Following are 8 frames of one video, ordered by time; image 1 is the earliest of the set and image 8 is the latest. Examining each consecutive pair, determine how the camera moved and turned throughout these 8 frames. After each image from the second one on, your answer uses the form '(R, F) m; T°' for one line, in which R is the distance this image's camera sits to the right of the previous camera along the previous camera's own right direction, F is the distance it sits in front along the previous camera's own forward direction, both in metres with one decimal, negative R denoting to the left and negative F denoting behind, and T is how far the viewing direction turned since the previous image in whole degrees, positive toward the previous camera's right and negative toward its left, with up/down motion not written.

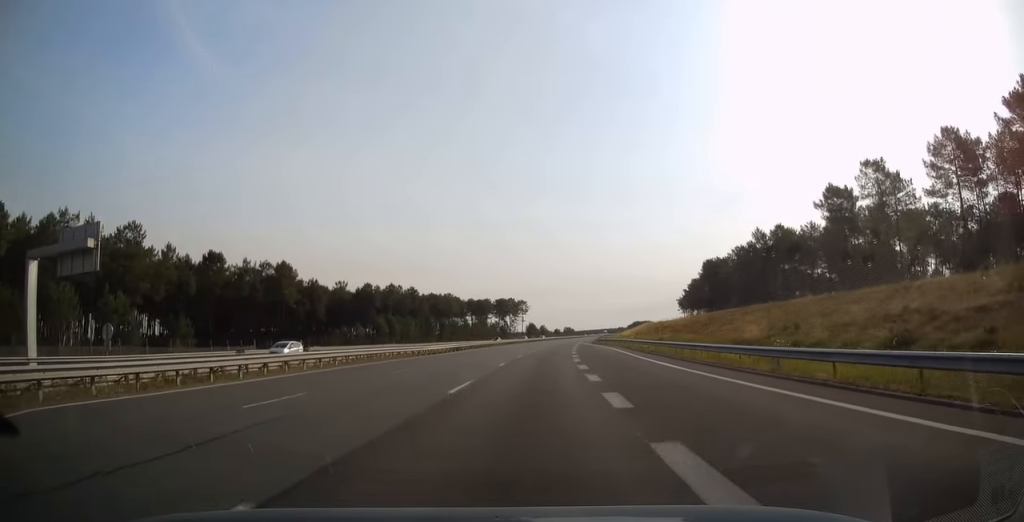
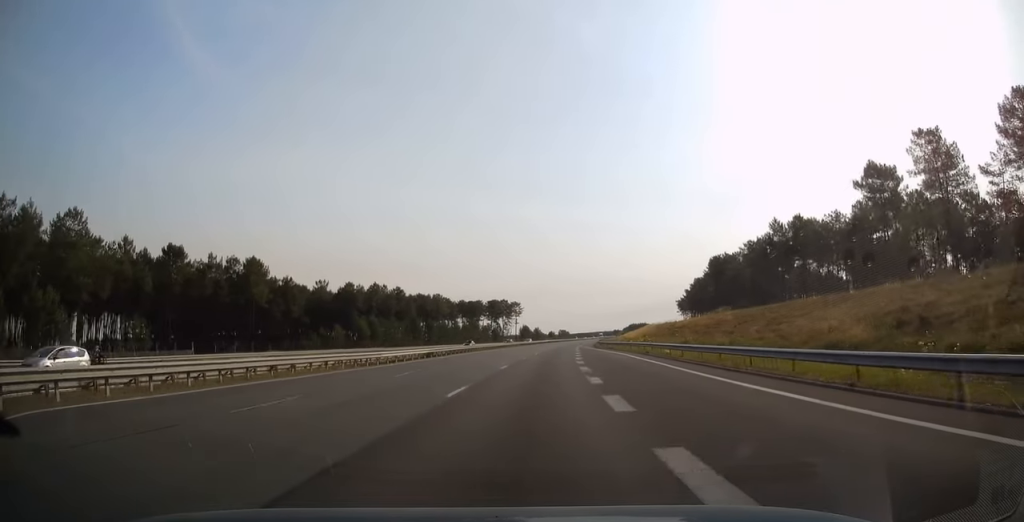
(-0.1, +13.4) m; +1°
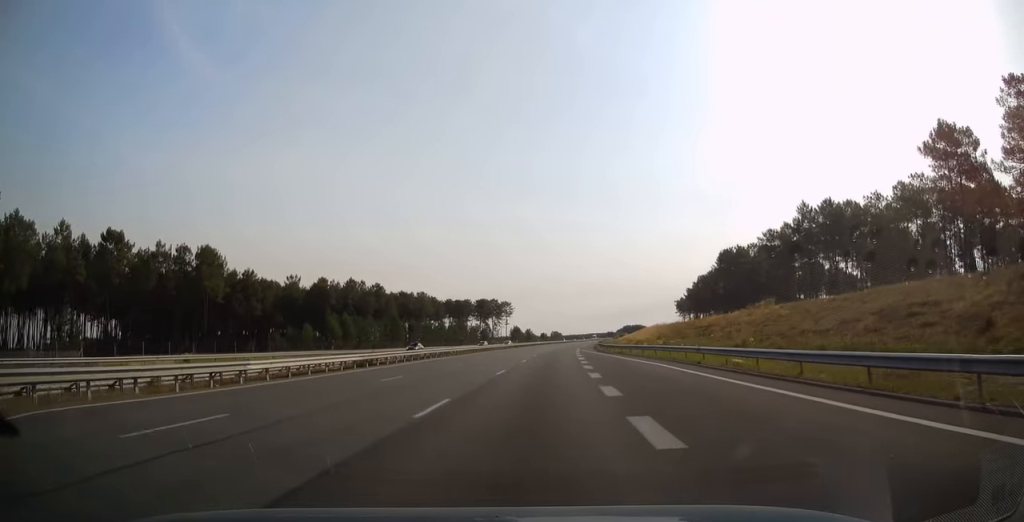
(+0.3, +16.9) m; +2°
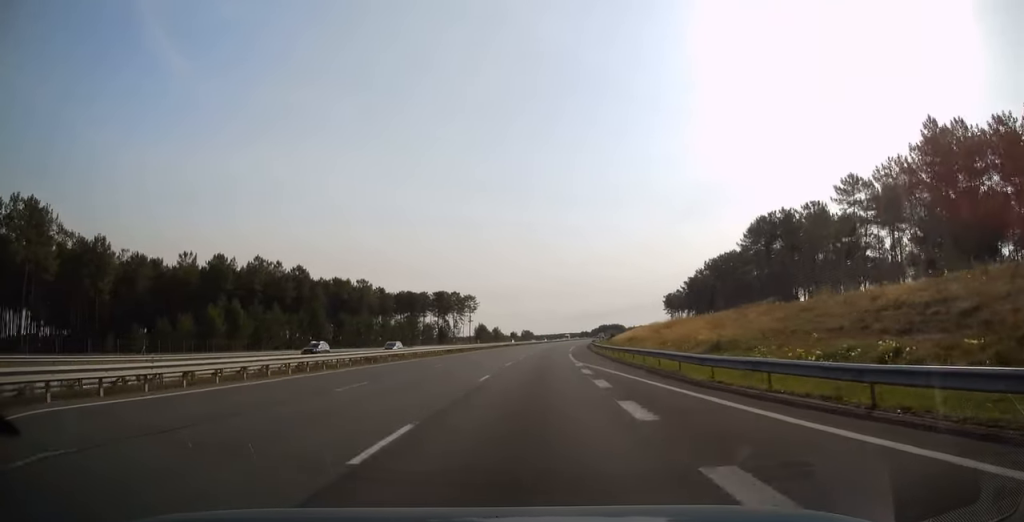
(+1.5, +43.5) m; +3°
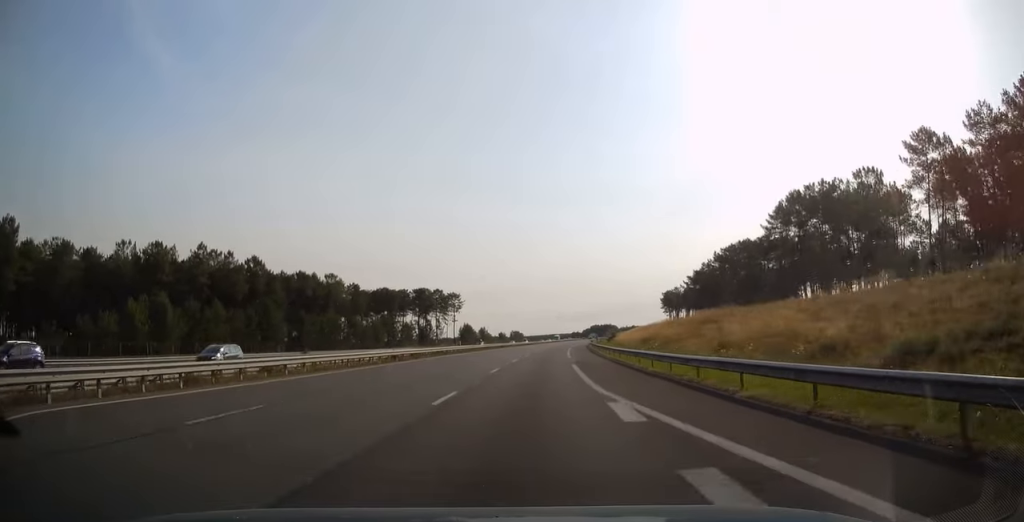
(0.0, +19.7) m; 0°
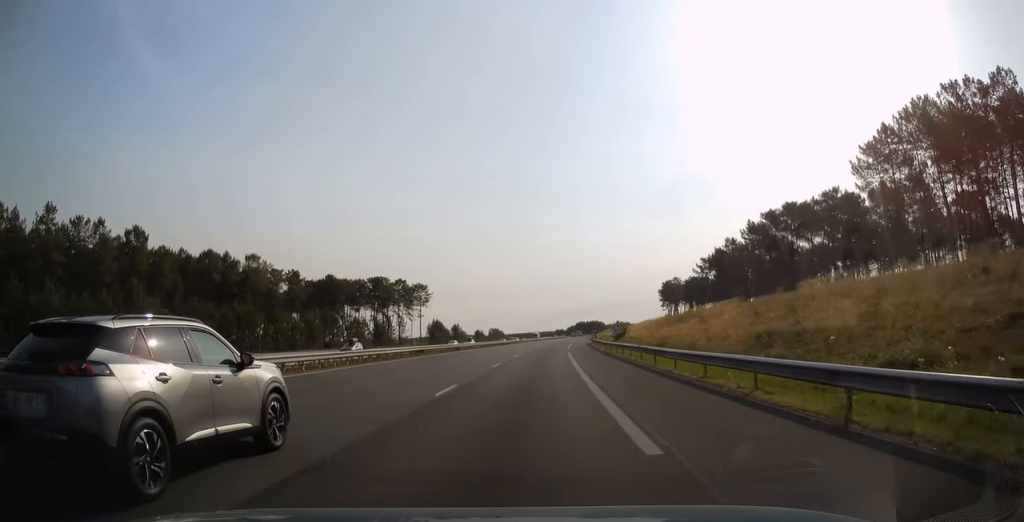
(+0.2, +38.0) m; +1°
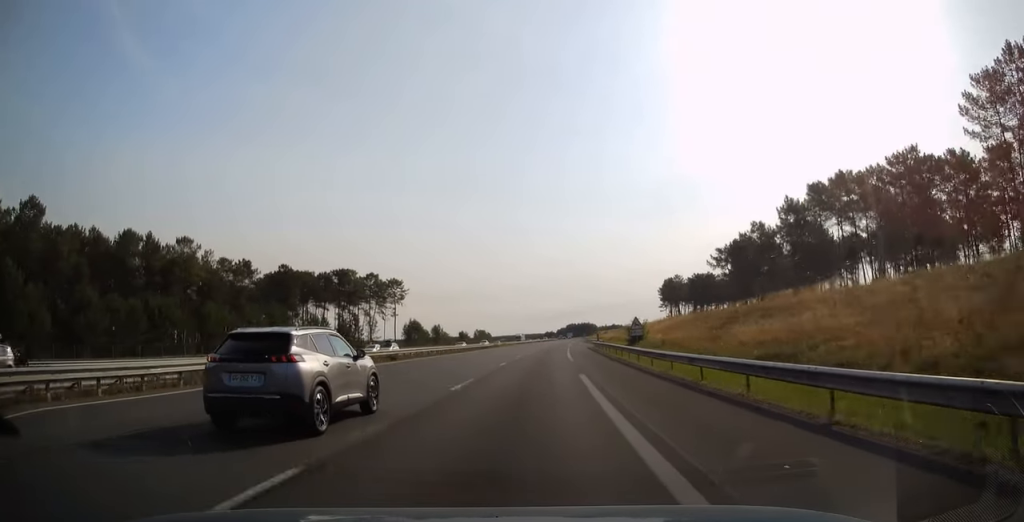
(+0.3, +23.8) m; +1°
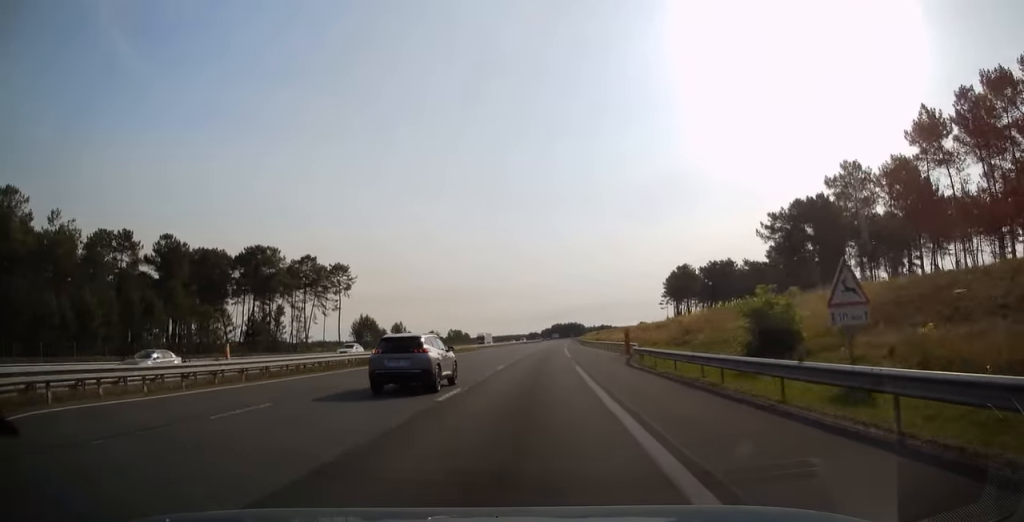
(+0.5, +42.0) m; +1°
